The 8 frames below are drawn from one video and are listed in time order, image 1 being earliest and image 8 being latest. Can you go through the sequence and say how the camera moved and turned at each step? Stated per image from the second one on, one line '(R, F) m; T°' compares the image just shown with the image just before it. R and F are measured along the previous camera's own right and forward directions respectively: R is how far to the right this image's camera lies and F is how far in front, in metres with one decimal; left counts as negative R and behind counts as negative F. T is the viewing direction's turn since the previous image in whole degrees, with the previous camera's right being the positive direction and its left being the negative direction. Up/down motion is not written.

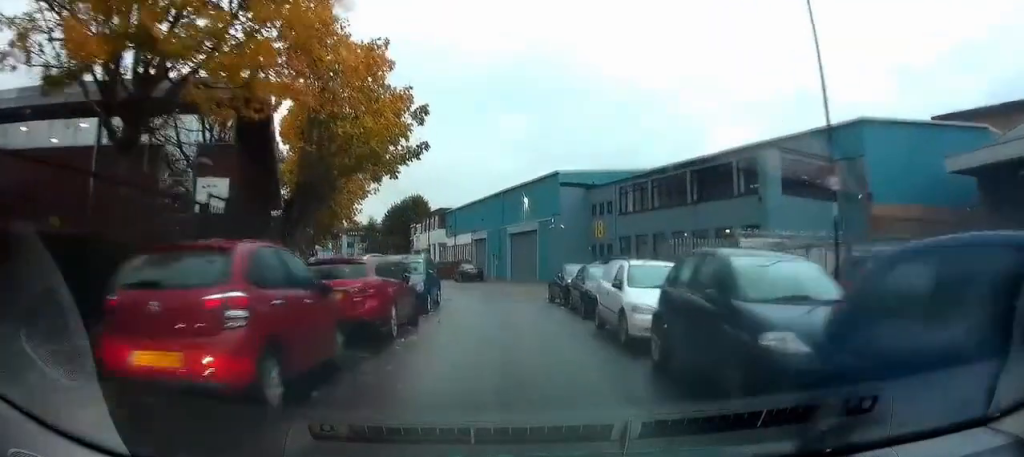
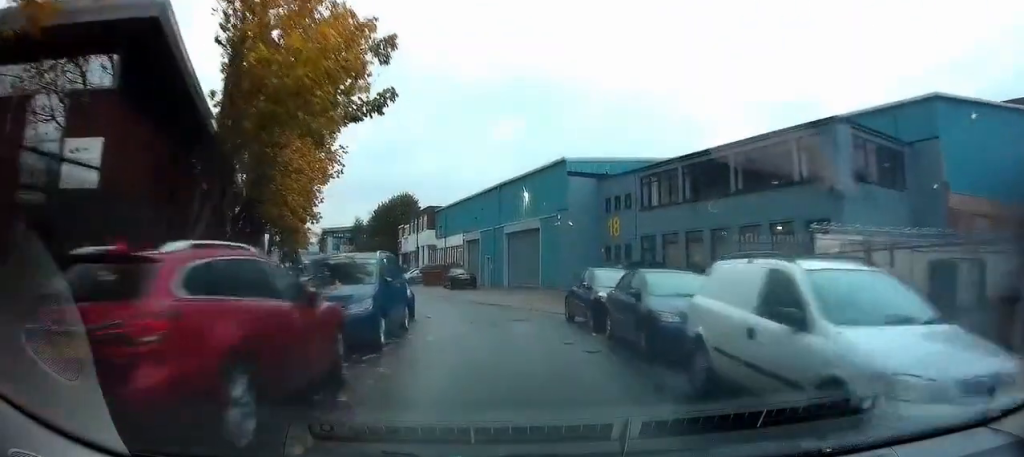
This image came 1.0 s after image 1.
(0.0, +6.2) m; 0°
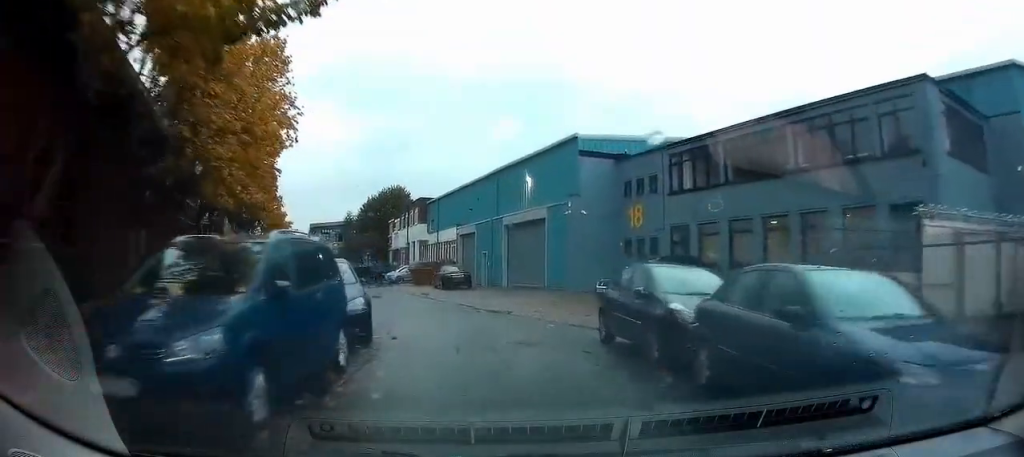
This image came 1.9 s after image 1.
(0.0, +5.2) m; 0°
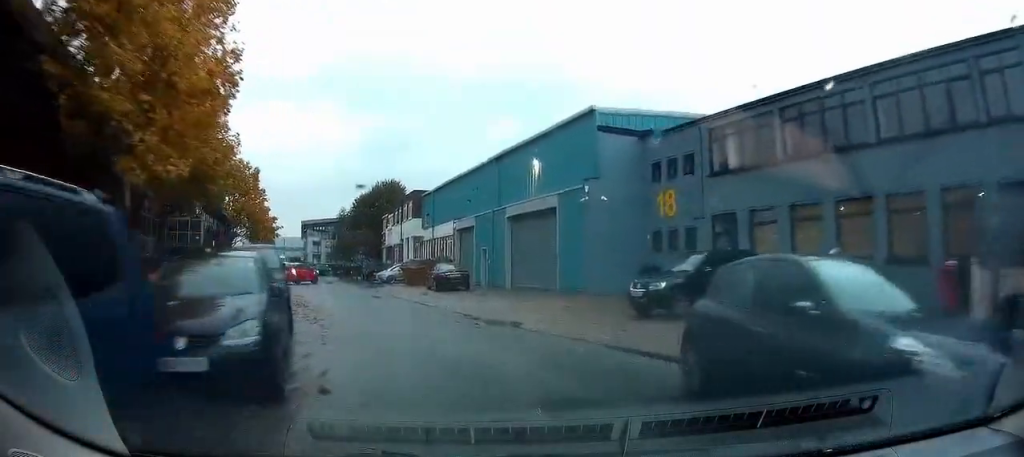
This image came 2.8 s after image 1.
(0.0, +4.3) m; -1°
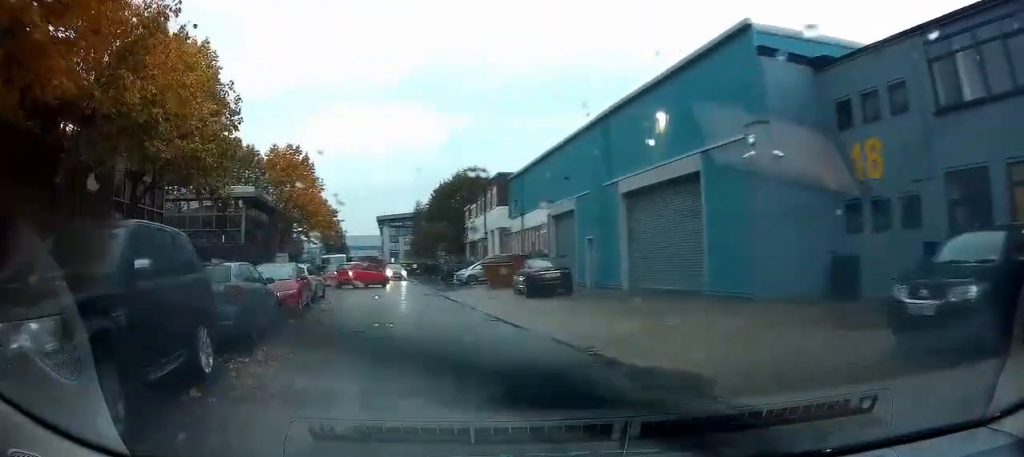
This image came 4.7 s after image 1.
(-0.4, +8.1) m; -6°
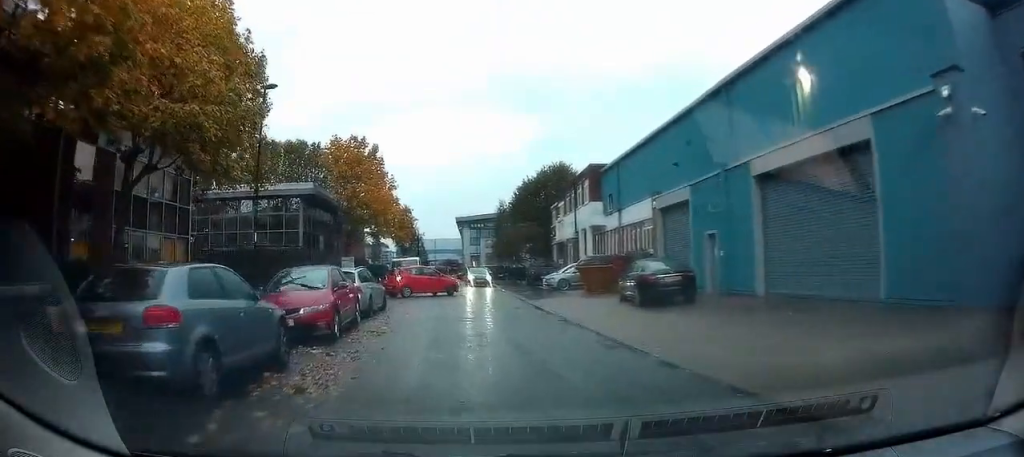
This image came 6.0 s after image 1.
(-0.3, +4.9) m; -8°
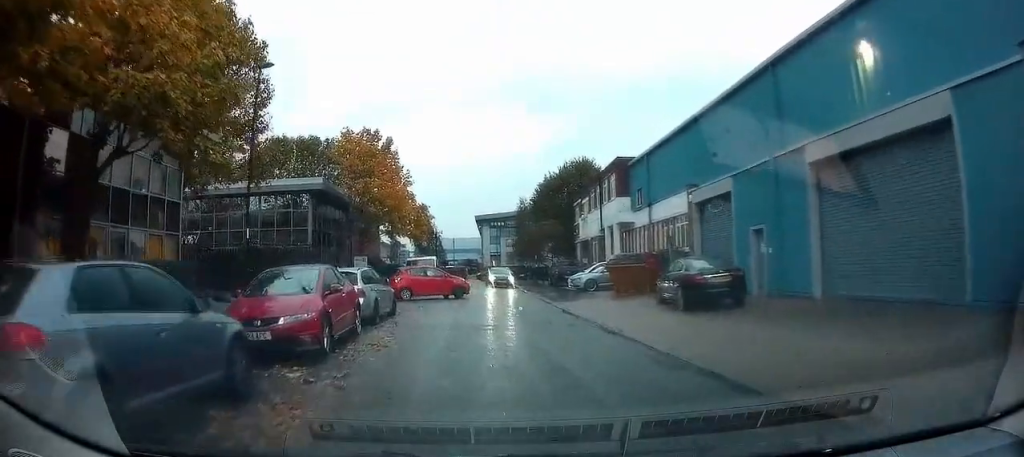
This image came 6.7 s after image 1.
(-0.1, +2.1) m; -4°
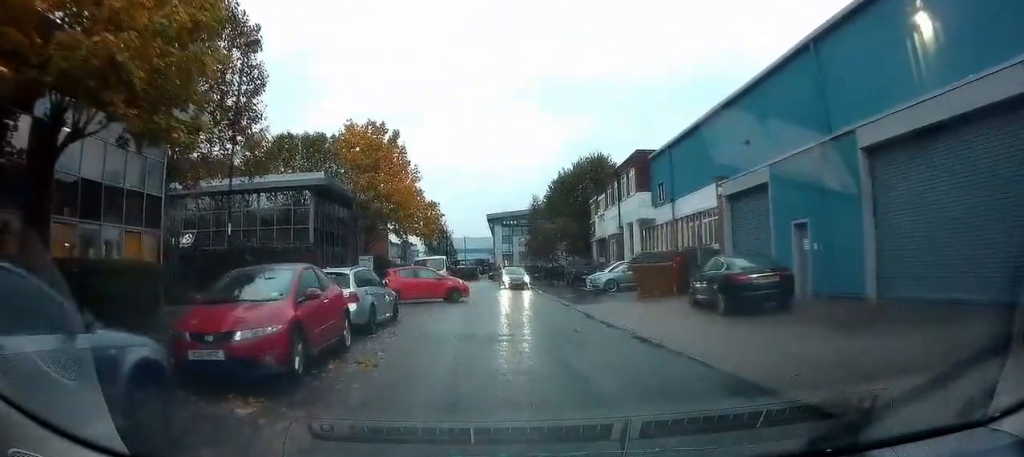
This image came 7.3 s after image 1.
(-0.1, +1.9) m; -3°
